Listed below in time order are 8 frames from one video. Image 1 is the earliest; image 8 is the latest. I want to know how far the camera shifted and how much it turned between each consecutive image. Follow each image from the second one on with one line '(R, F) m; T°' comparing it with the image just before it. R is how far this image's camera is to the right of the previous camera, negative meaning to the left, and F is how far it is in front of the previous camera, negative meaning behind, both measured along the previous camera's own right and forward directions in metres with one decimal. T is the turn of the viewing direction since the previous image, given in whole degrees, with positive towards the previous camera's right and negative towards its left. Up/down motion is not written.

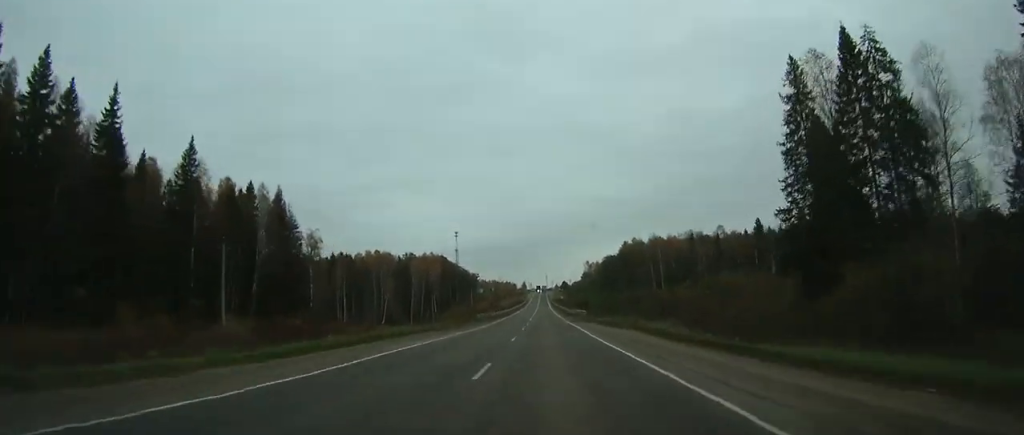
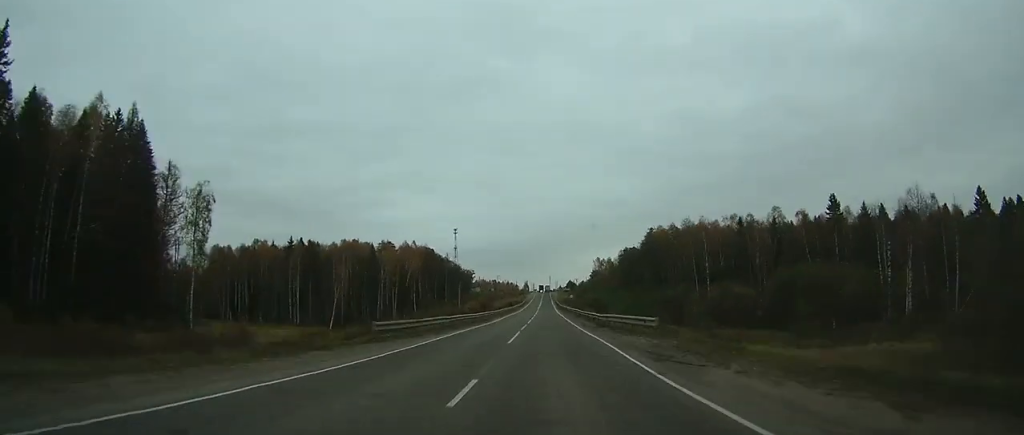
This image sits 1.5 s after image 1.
(0.0, +40.3) m; 0°
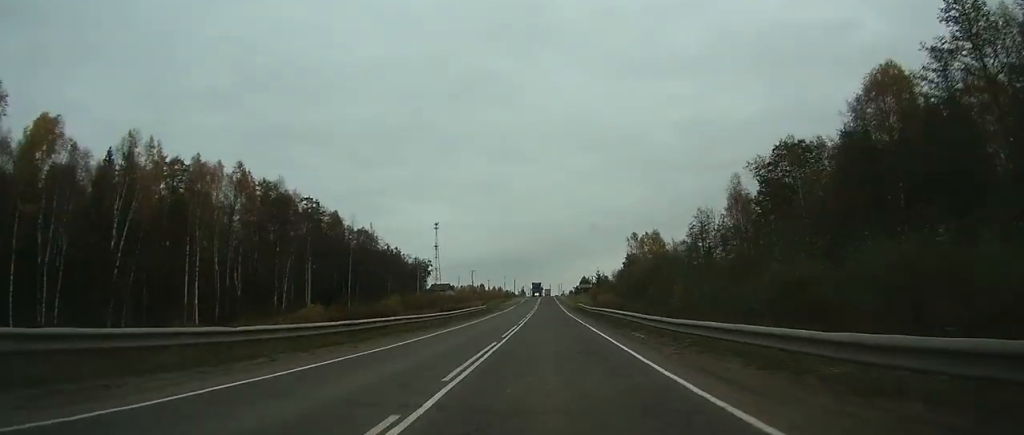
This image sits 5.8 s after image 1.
(+0.5, +112.1) m; 0°
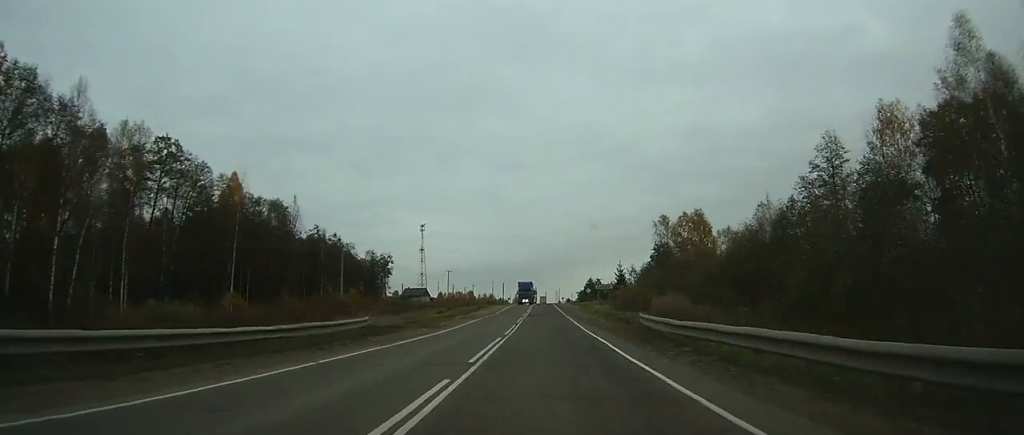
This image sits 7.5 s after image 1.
(-0.1, +40.9) m; 0°
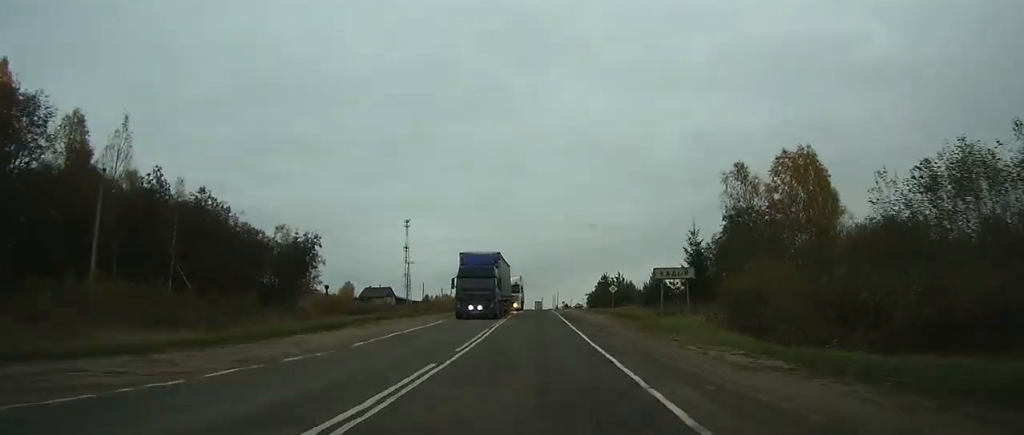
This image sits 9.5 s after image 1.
(+0.2, +45.8) m; 0°
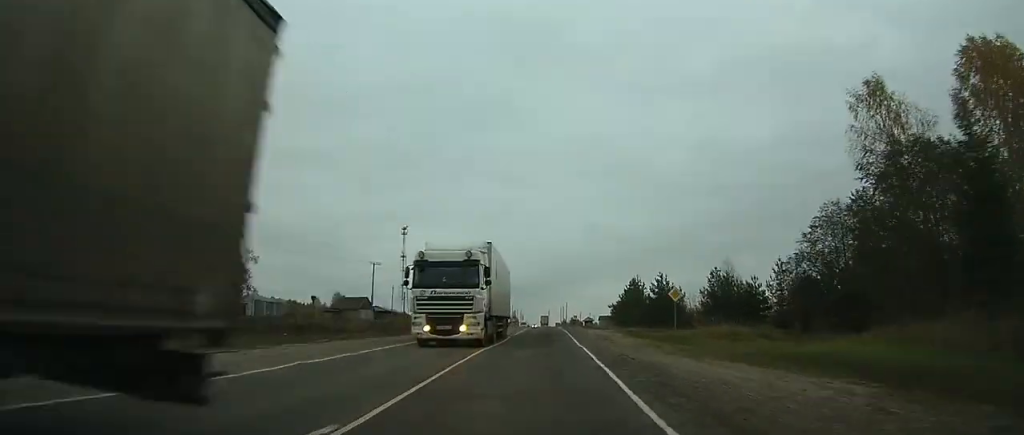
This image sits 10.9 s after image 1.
(0.0, +30.8) m; 0°
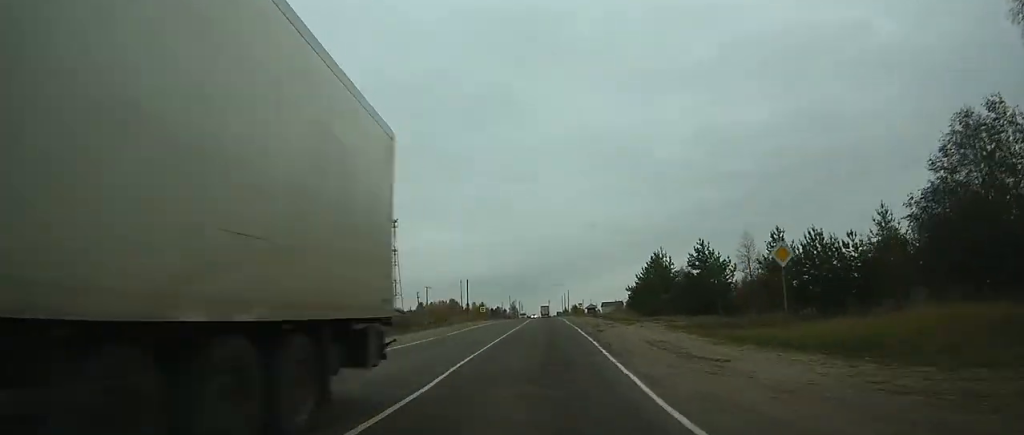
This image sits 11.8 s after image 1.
(0.0, +20.0) m; 0°
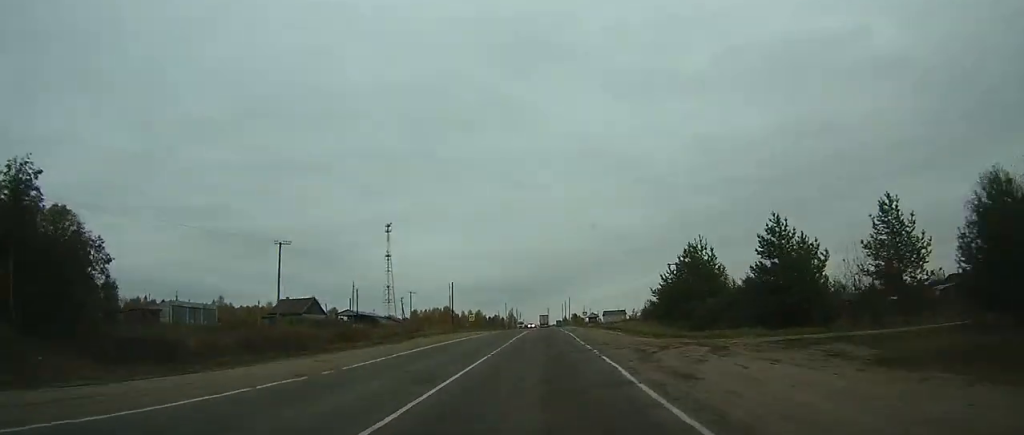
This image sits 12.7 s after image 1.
(0.0, +16.3) m; 0°
